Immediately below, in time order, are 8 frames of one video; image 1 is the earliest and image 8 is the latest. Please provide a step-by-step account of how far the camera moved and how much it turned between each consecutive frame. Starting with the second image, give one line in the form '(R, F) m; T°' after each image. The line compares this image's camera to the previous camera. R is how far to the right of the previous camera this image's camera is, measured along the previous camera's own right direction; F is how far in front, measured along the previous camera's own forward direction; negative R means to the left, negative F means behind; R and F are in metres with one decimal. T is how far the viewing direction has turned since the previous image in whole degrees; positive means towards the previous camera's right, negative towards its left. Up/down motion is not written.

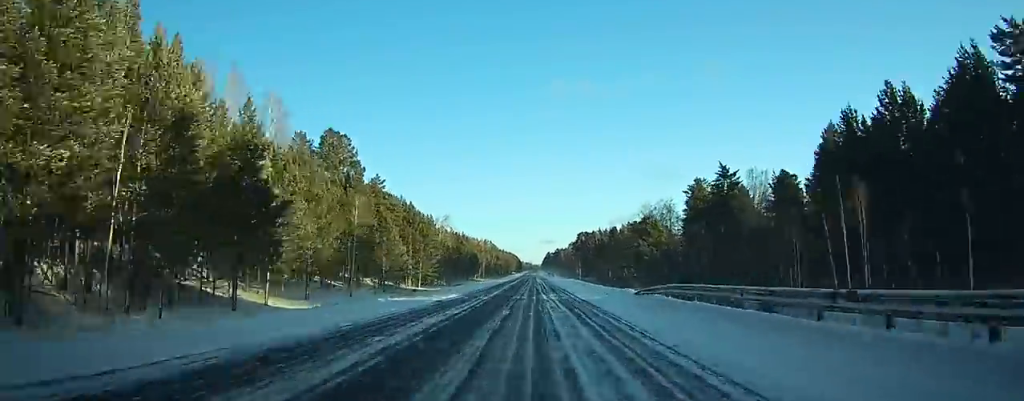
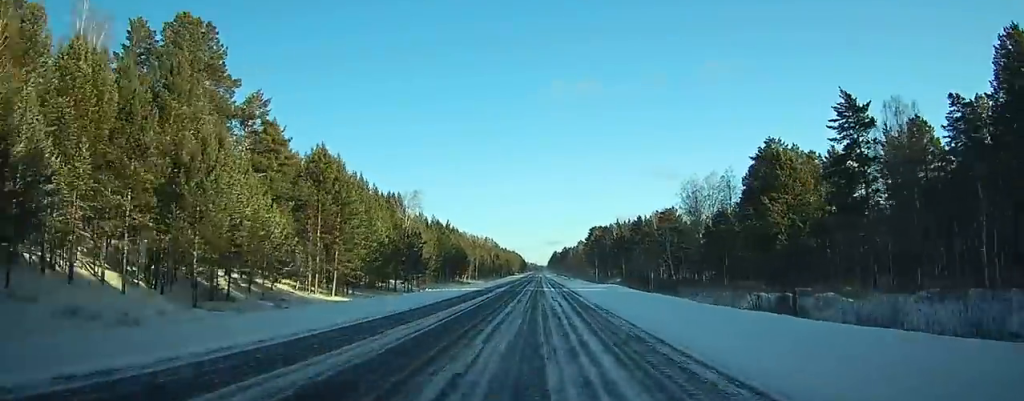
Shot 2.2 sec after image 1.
(+0.2, +46.6) m; 0°
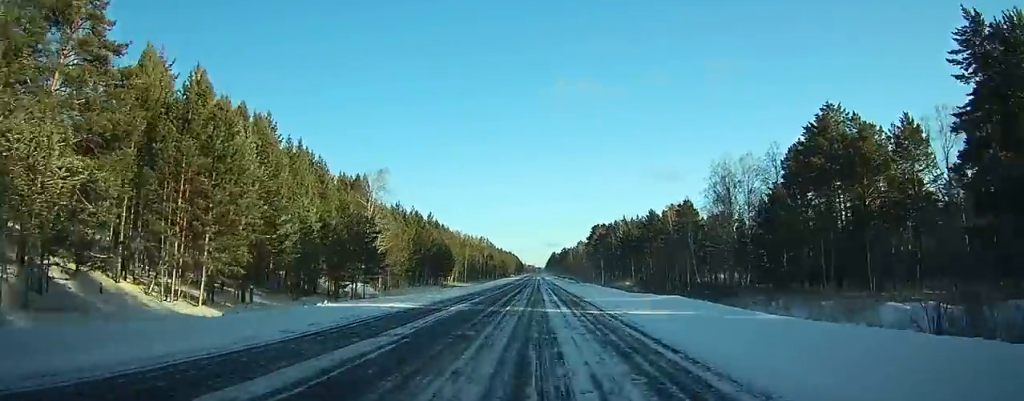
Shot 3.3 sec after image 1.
(+0.1, +23.9) m; 0°
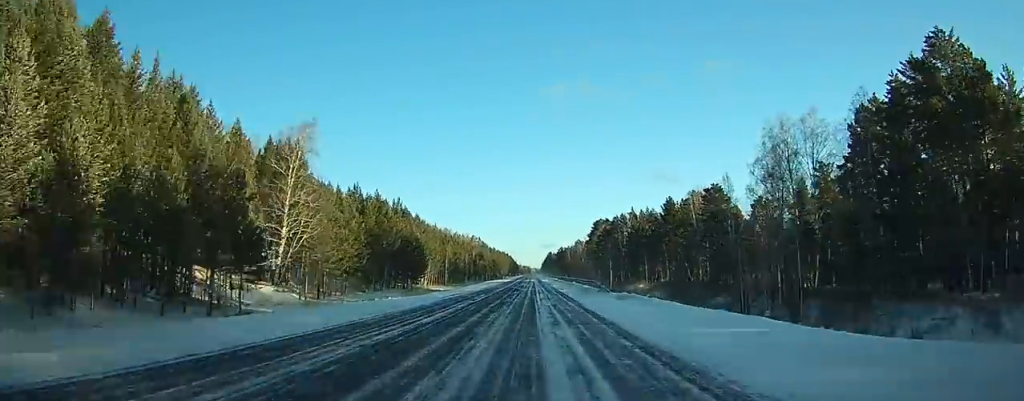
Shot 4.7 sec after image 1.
(+0.1, +28.1) m; 0°
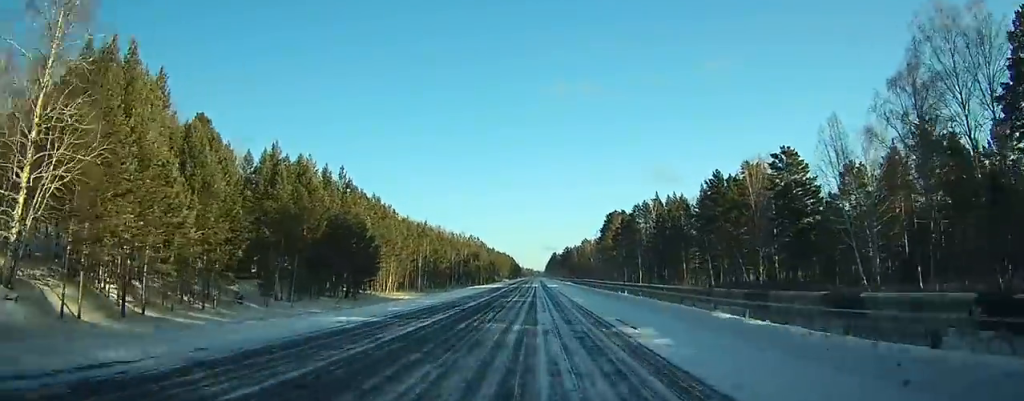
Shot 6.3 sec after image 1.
(0.0, +35.2) m; 0°
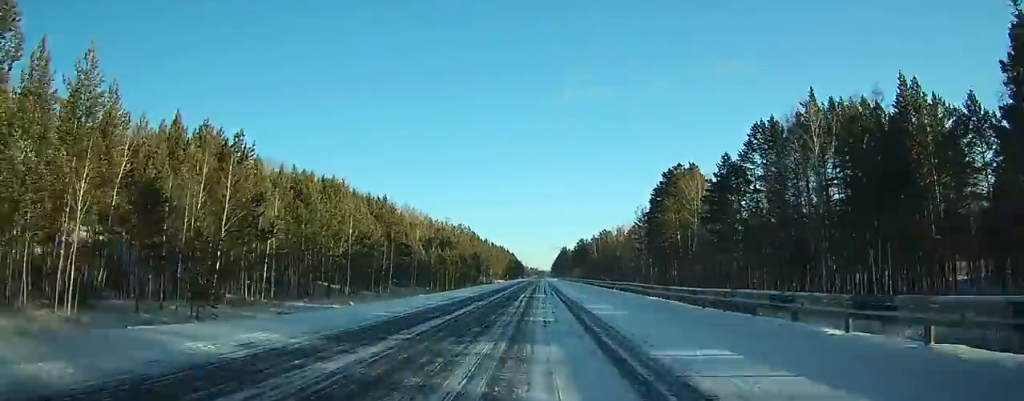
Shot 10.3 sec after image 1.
(-0.3, +83.8) m; -1°
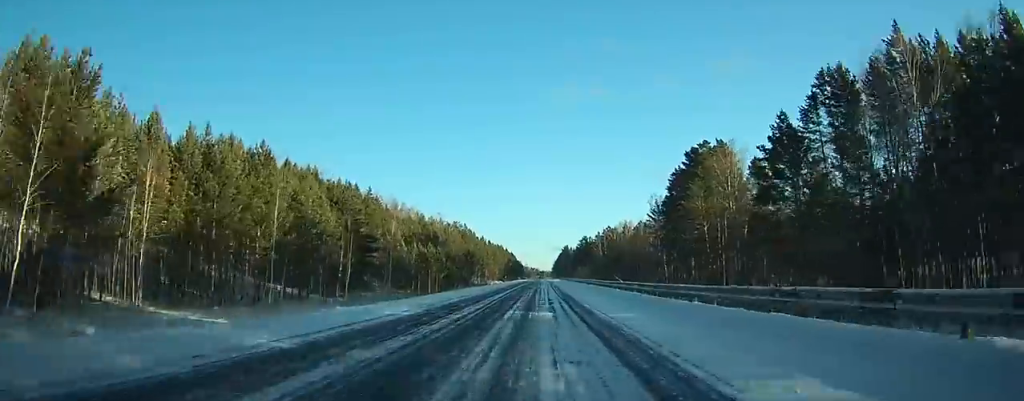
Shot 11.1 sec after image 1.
(-0.1, +18.5) m; 0°
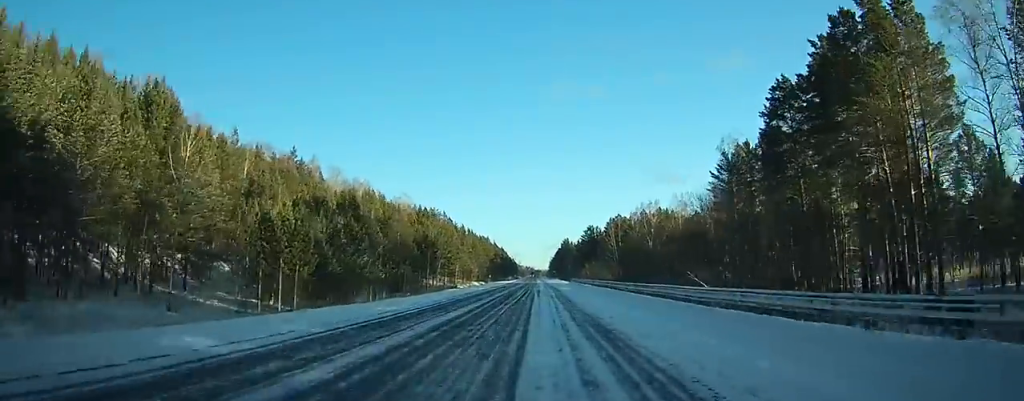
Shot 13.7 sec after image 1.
(+0.1, +53.9) m; 0°
